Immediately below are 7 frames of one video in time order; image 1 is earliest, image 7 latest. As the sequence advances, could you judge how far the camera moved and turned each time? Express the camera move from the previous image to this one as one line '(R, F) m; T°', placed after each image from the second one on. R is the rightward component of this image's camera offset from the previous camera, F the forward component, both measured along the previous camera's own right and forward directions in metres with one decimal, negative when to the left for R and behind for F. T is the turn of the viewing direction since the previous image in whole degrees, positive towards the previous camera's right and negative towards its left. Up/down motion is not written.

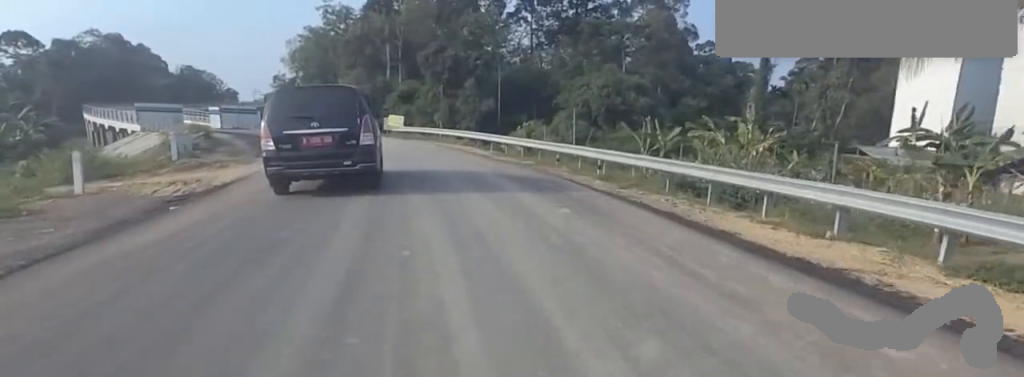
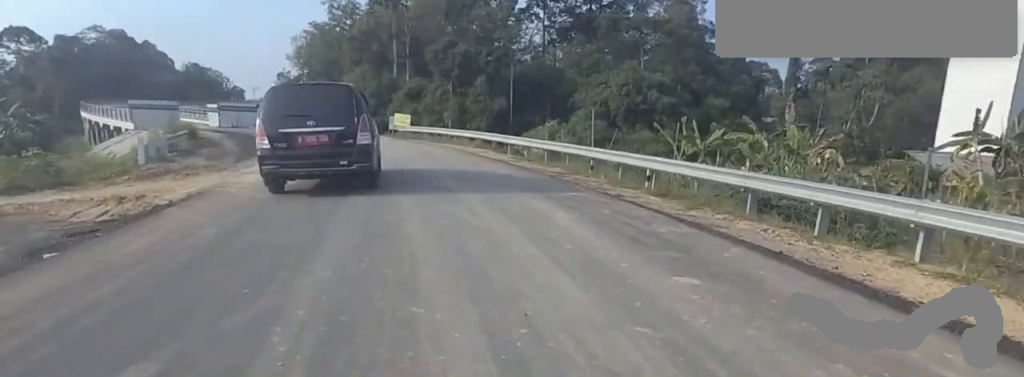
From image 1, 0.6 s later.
(+0.2, +3.7) m; -2°
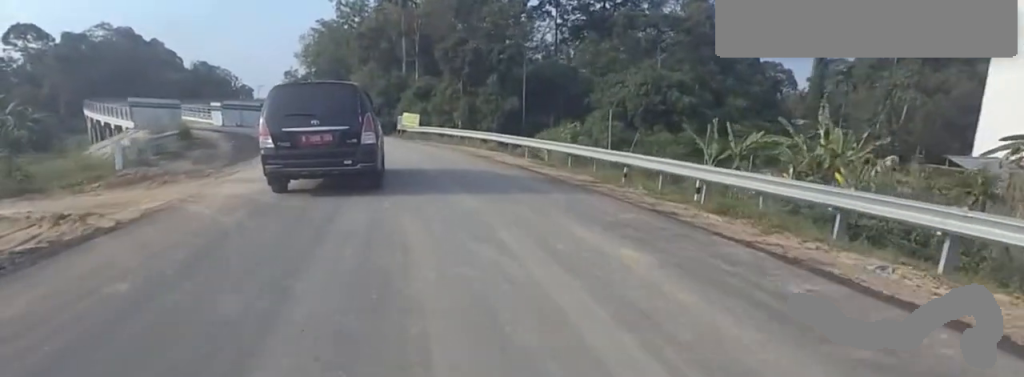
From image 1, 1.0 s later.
(+0.2, +2.4) m; -5°
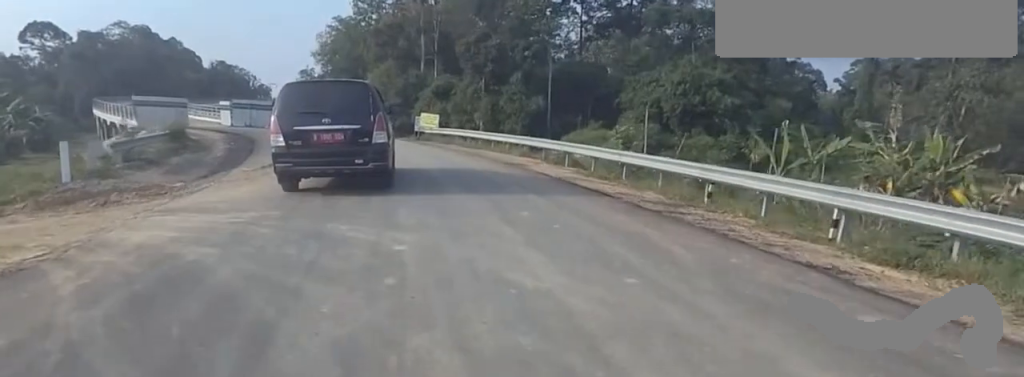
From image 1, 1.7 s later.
(-0.5, +4.1) m; -3°
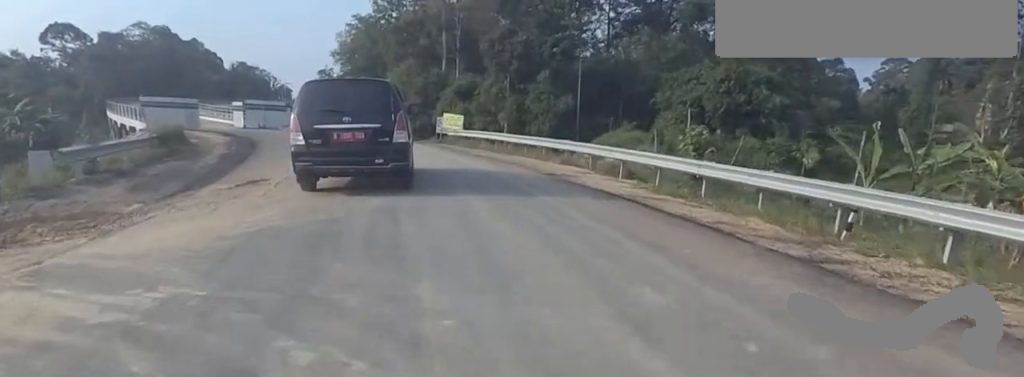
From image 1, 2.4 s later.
(-0.5, +3.9) m; +1°
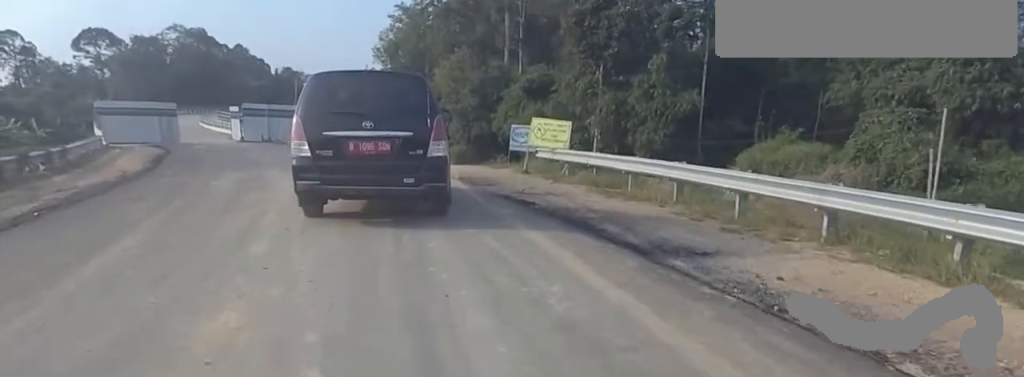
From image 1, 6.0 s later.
(+0.9, +17.7) m; +5°
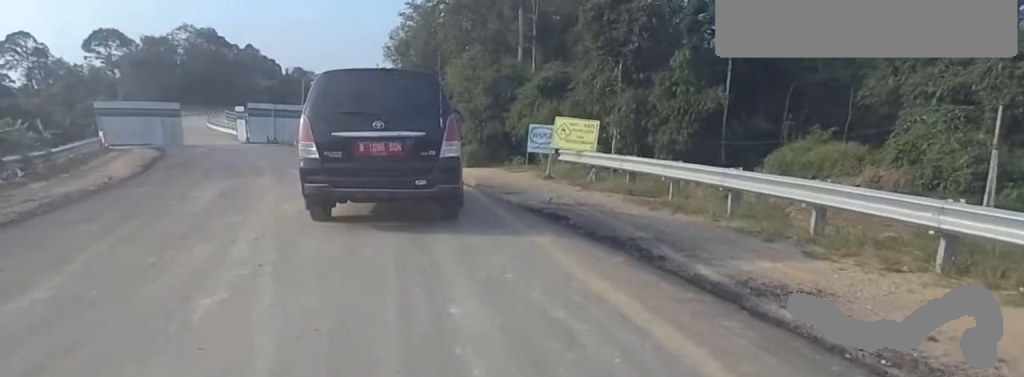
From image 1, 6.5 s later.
(+0.1, +1.8) m; -3°
